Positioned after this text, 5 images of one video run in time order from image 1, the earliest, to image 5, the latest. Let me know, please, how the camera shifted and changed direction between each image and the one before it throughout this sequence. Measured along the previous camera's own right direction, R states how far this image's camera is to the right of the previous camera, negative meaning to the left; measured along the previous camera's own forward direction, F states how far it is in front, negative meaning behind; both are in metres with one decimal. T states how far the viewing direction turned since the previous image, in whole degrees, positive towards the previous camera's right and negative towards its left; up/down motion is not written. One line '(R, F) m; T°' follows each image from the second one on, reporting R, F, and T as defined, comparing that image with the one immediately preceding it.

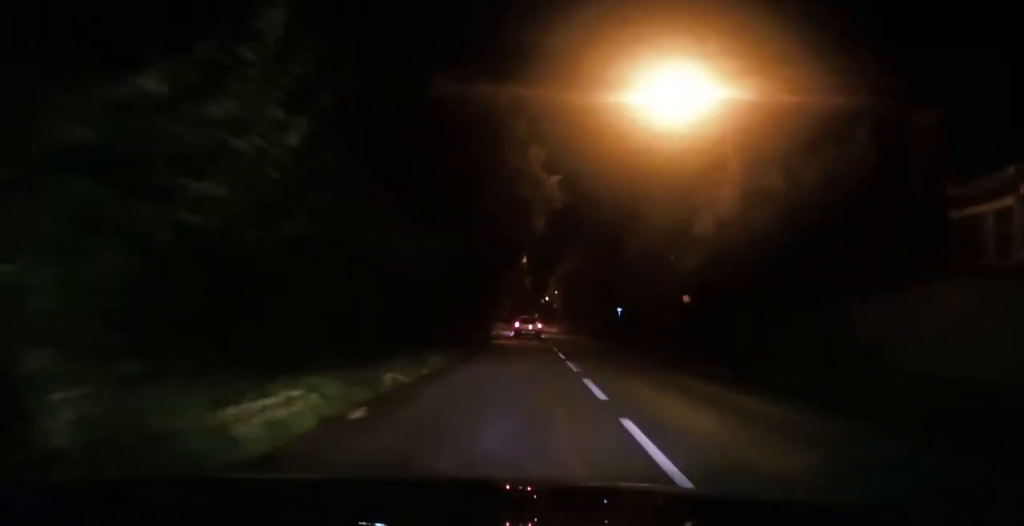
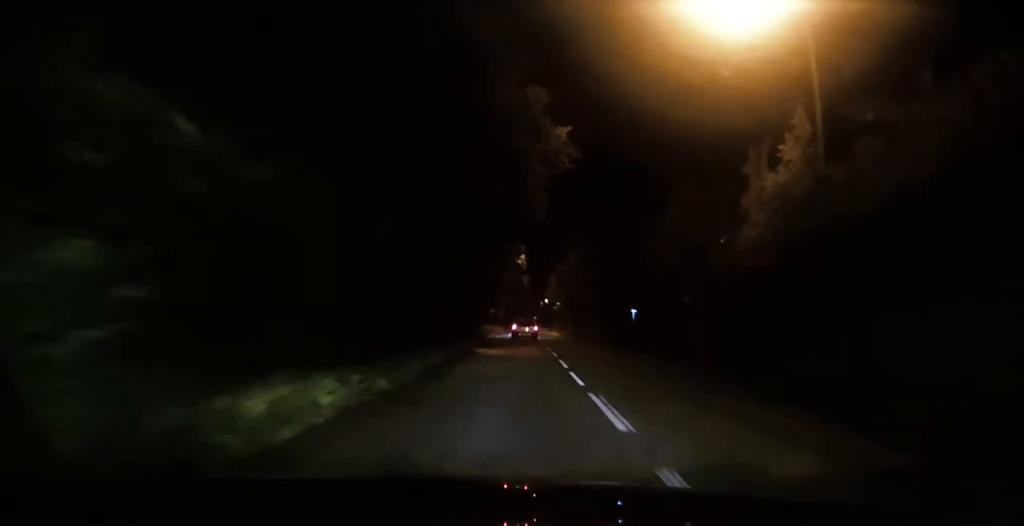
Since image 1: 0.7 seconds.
(0.0, +9.0) m; 0°
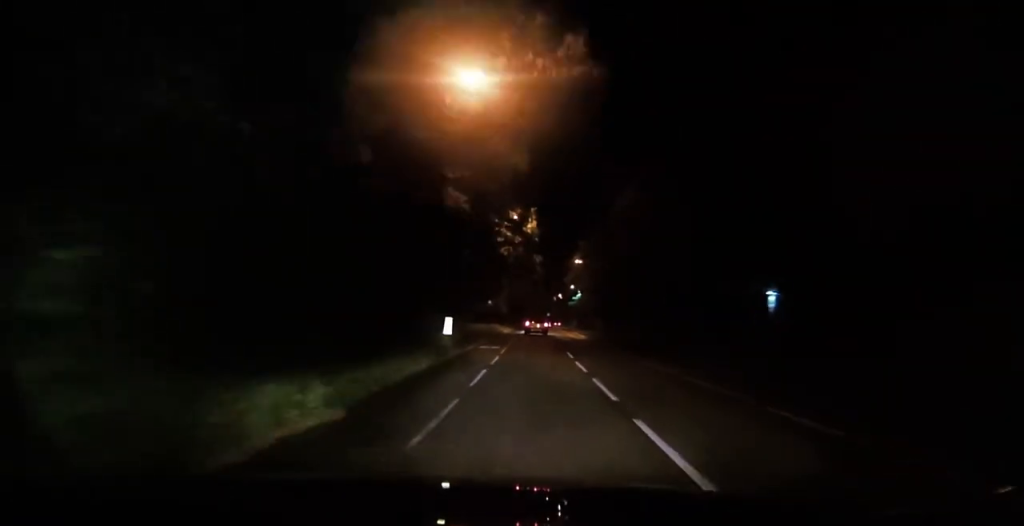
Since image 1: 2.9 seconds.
(0.0, +26.9) m; 0°
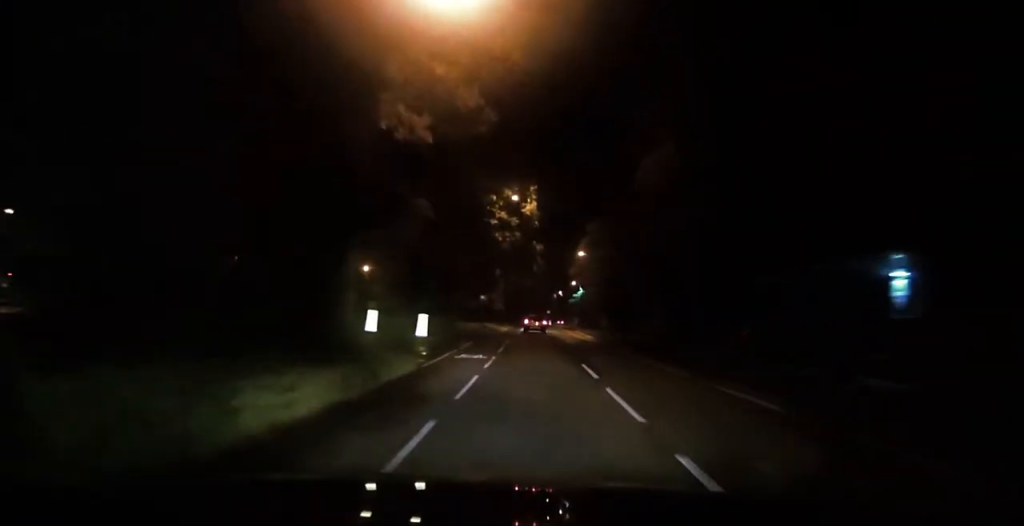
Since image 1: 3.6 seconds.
(0.0, +8.7) m; 0°
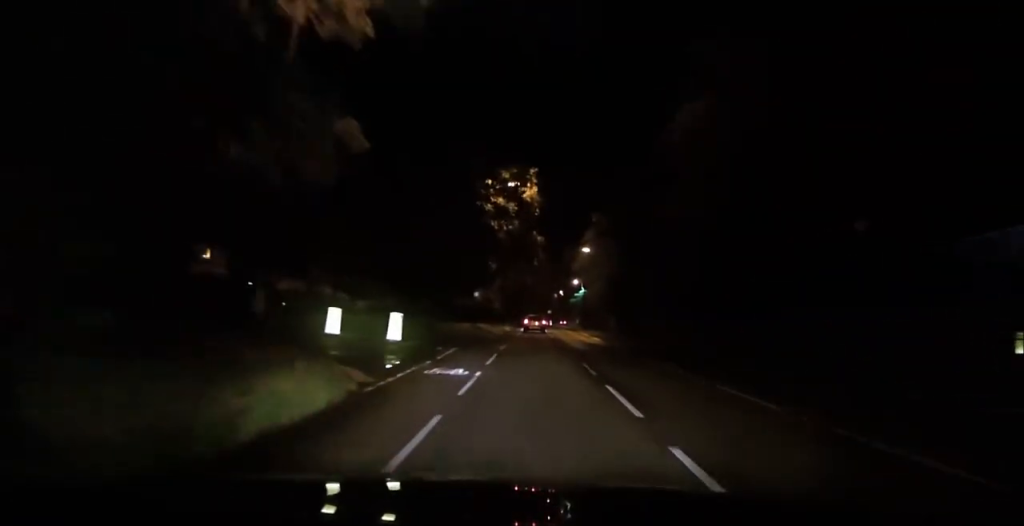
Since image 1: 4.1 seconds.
(0.0, +5.8) m; 0°
